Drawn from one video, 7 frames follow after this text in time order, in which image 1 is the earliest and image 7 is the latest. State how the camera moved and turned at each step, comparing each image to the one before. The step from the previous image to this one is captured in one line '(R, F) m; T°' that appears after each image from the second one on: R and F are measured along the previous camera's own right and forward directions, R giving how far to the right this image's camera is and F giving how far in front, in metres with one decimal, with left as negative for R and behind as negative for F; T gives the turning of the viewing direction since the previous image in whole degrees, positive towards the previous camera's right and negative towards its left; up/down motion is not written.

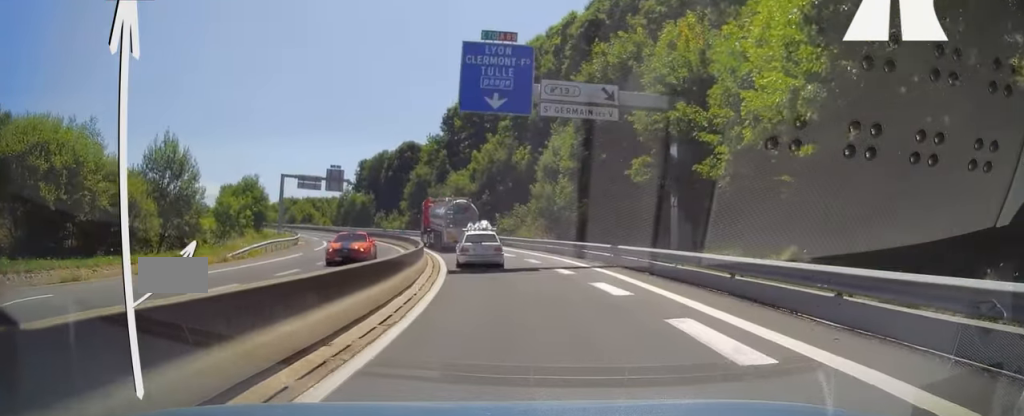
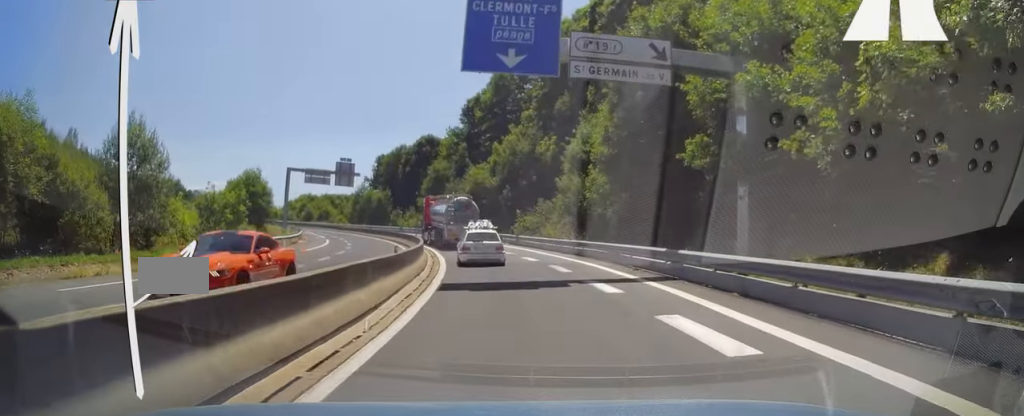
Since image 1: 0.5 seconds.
(-0.1, +6.1) m; -2°
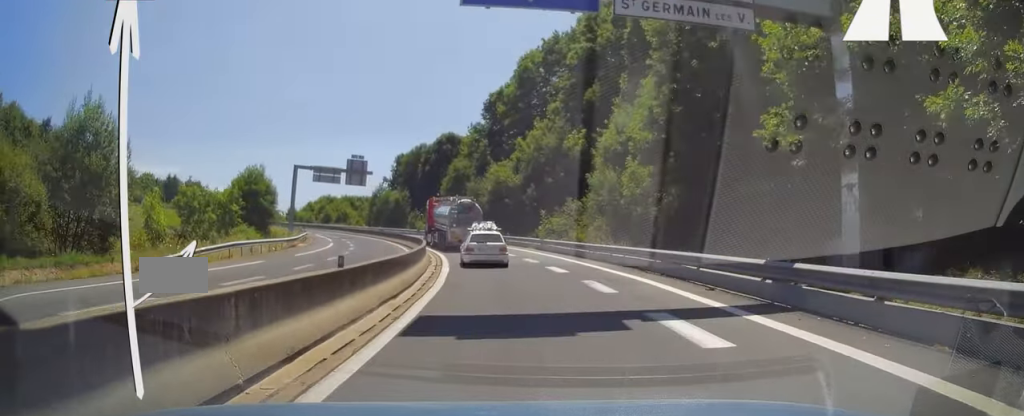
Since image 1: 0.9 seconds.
(-0.1, +5.8) m; -2°
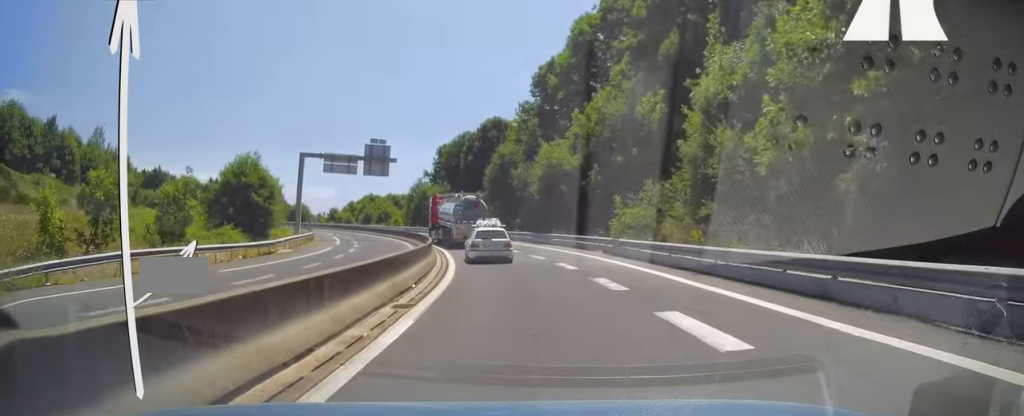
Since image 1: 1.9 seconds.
(-0.6, +13.5) m; -5°
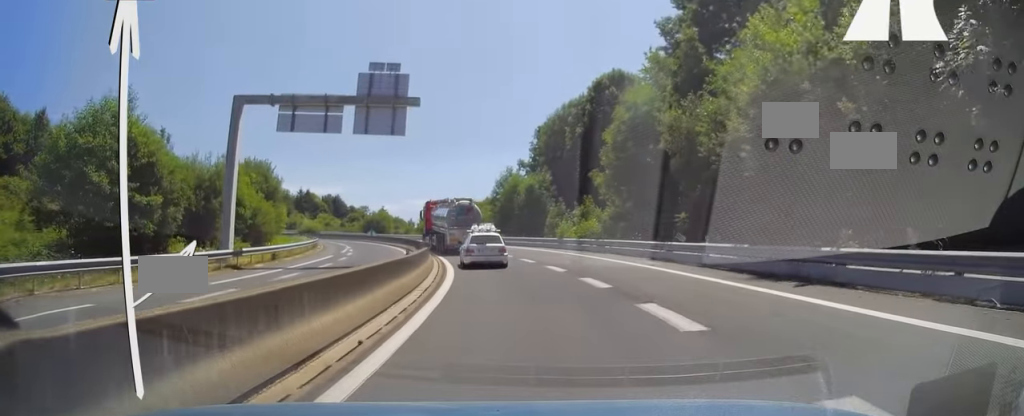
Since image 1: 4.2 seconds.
(-3.1, +30.2) m; -12°
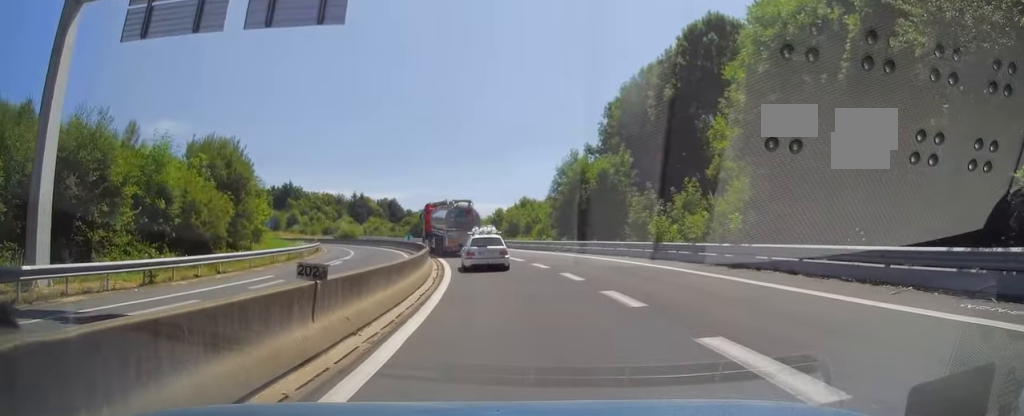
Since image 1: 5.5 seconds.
(-0.8, +16.0) m; -6°
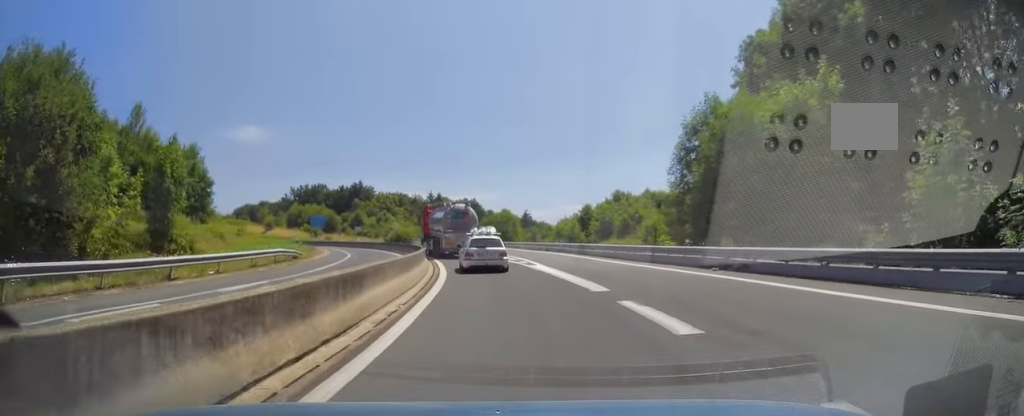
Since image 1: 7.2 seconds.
(-1.5, +22.0) m; -9°
